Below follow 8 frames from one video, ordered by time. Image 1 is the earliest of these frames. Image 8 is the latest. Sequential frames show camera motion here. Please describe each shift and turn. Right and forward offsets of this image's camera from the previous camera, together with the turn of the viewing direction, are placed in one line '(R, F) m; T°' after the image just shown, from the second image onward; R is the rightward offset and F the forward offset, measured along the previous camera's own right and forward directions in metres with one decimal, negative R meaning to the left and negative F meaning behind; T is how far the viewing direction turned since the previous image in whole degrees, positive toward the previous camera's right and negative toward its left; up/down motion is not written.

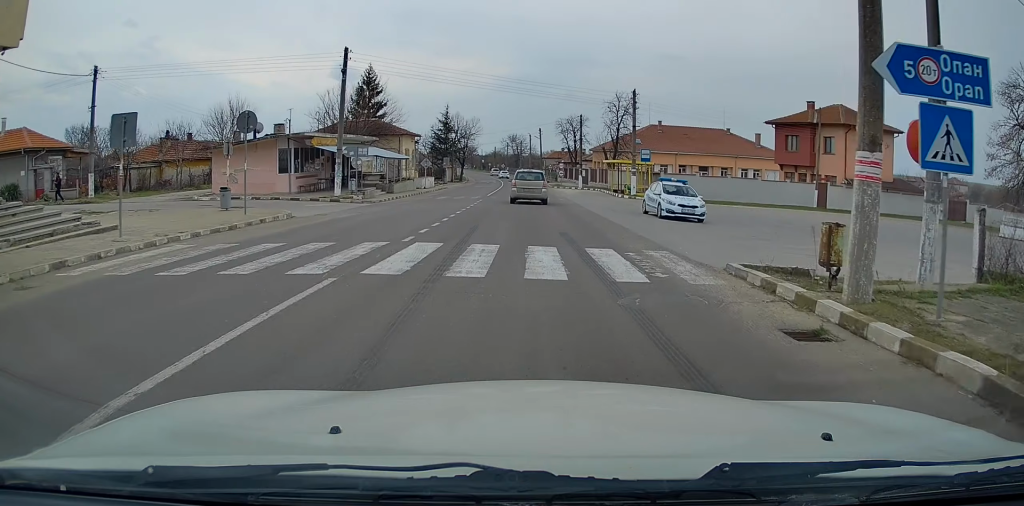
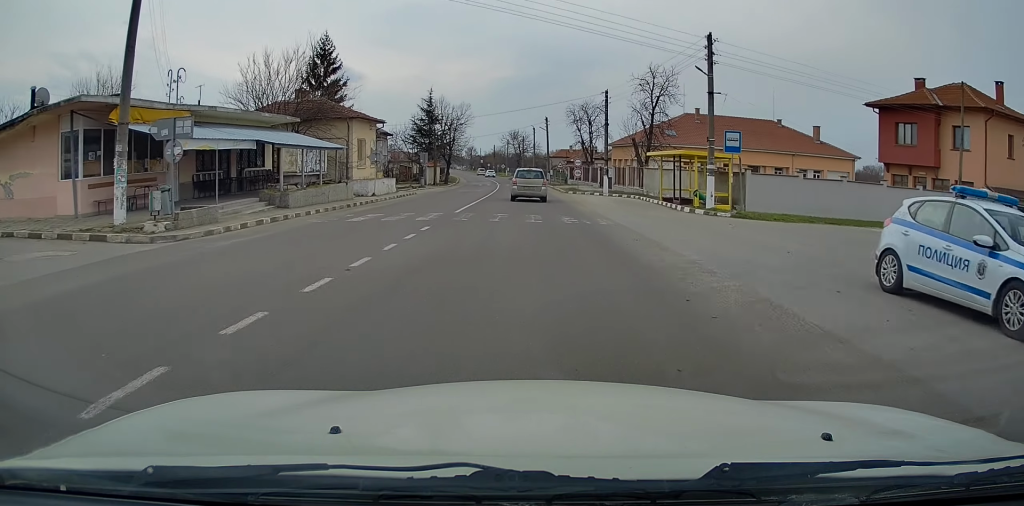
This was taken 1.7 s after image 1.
(-0.3, +19.3) m; -2°
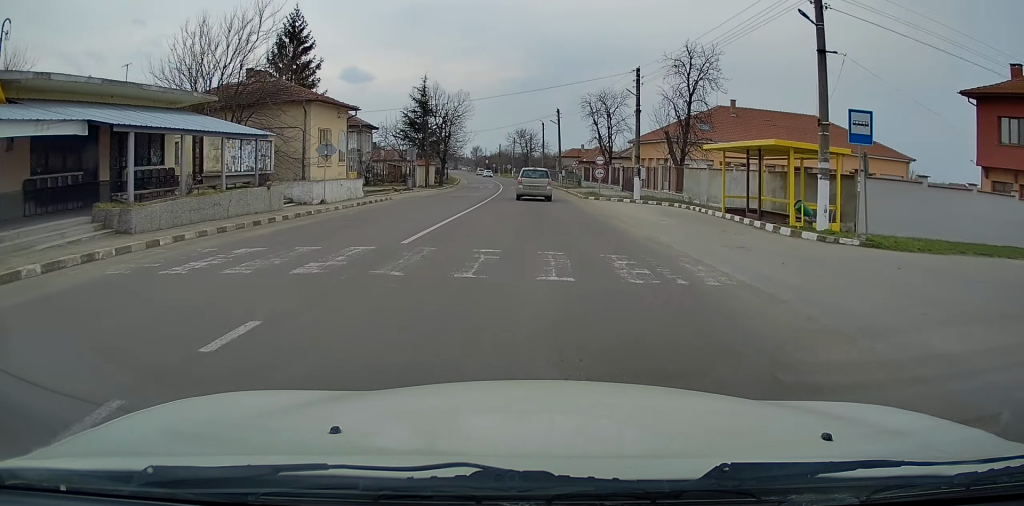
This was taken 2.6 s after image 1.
(-0.1, +10.4) m; 0°
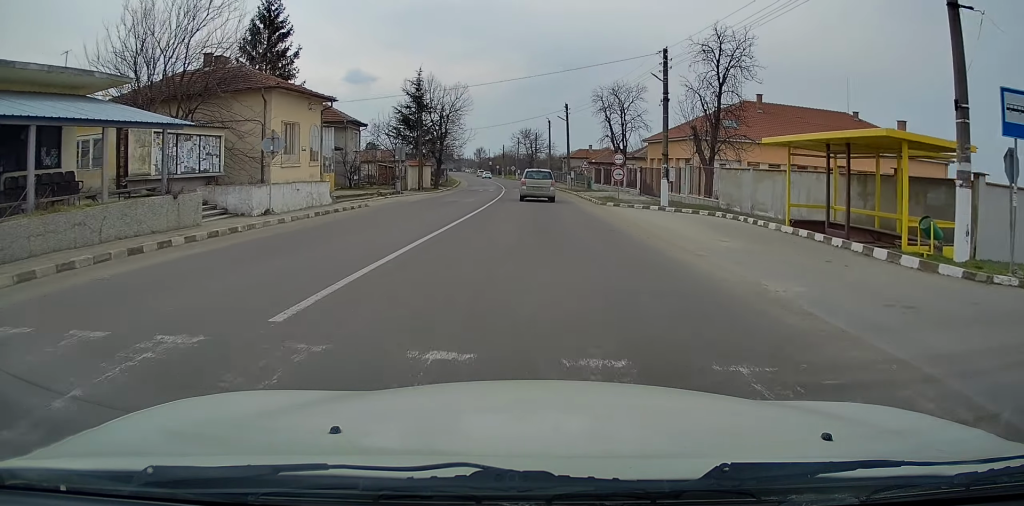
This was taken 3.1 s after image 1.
(+0.1, +6.2) m; 0°
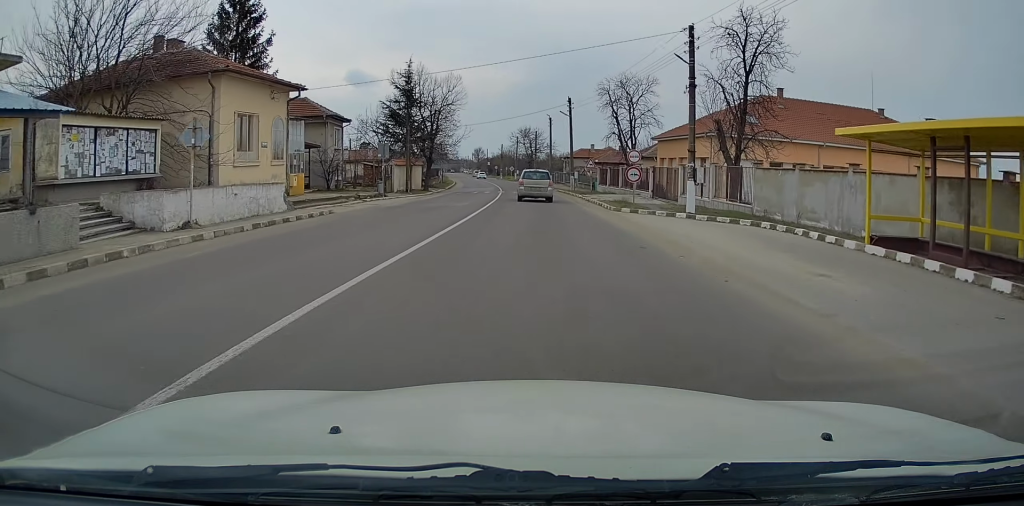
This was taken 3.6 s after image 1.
(+0.1, +5.0) m; 0°
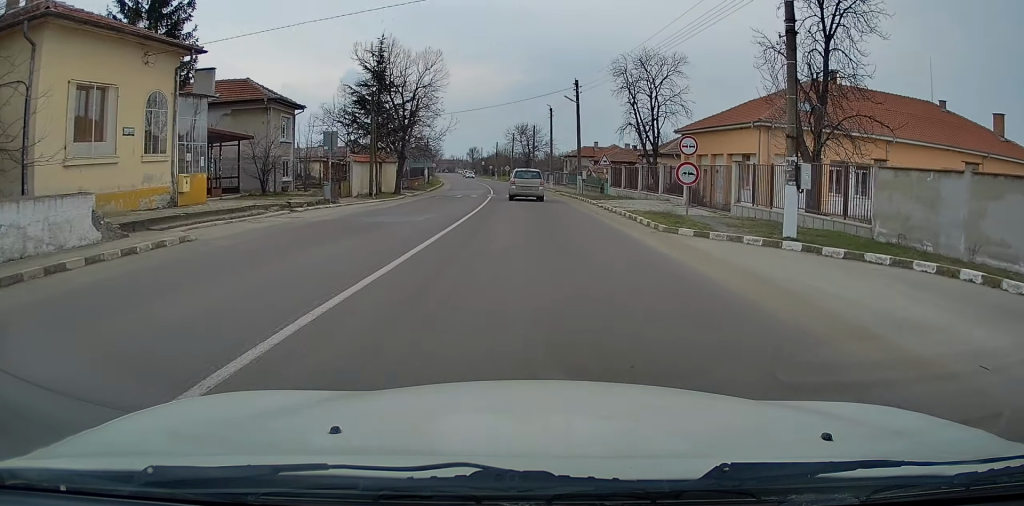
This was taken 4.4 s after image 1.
(-0.1, +10.0) m; 0°
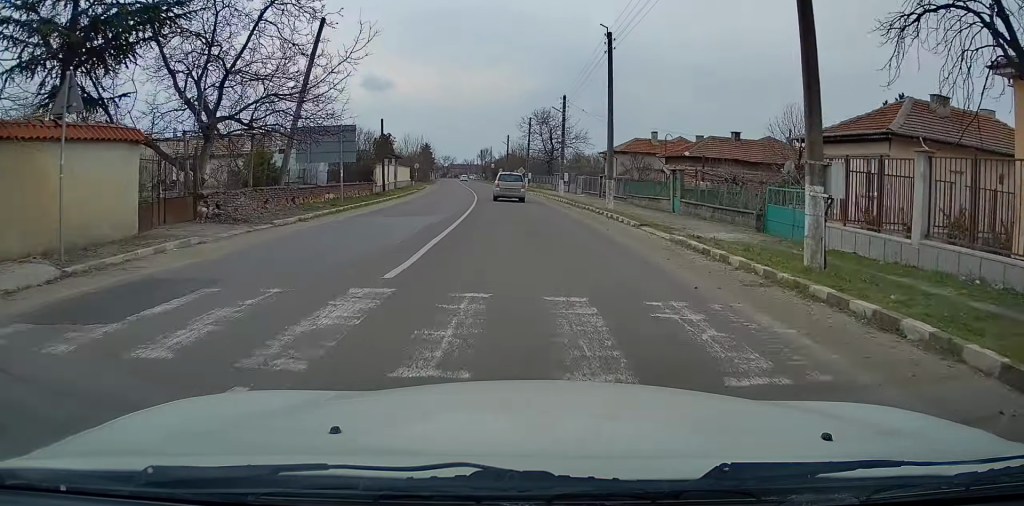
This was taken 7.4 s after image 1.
(-0.5, +34.2) m; -2°
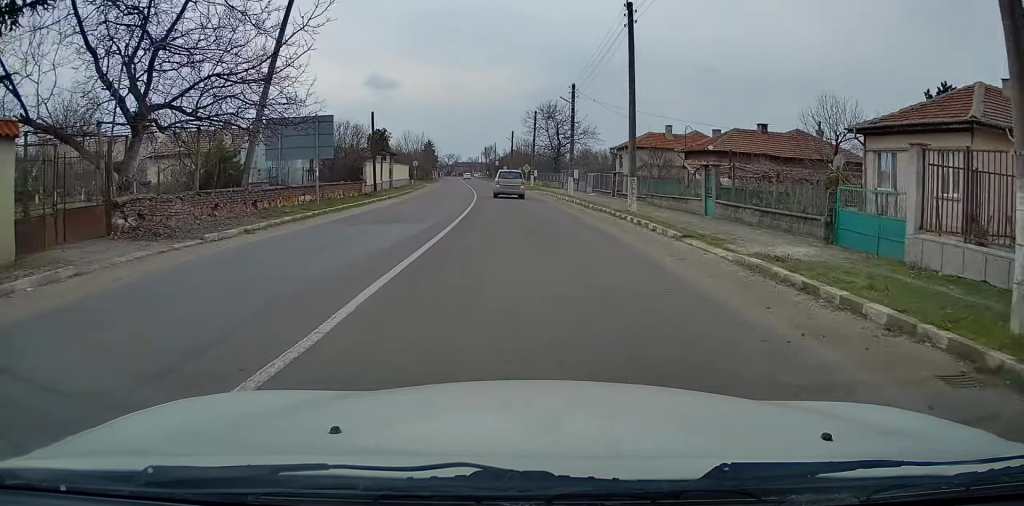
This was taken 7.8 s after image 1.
(0.0, +4.5) m; 0°
